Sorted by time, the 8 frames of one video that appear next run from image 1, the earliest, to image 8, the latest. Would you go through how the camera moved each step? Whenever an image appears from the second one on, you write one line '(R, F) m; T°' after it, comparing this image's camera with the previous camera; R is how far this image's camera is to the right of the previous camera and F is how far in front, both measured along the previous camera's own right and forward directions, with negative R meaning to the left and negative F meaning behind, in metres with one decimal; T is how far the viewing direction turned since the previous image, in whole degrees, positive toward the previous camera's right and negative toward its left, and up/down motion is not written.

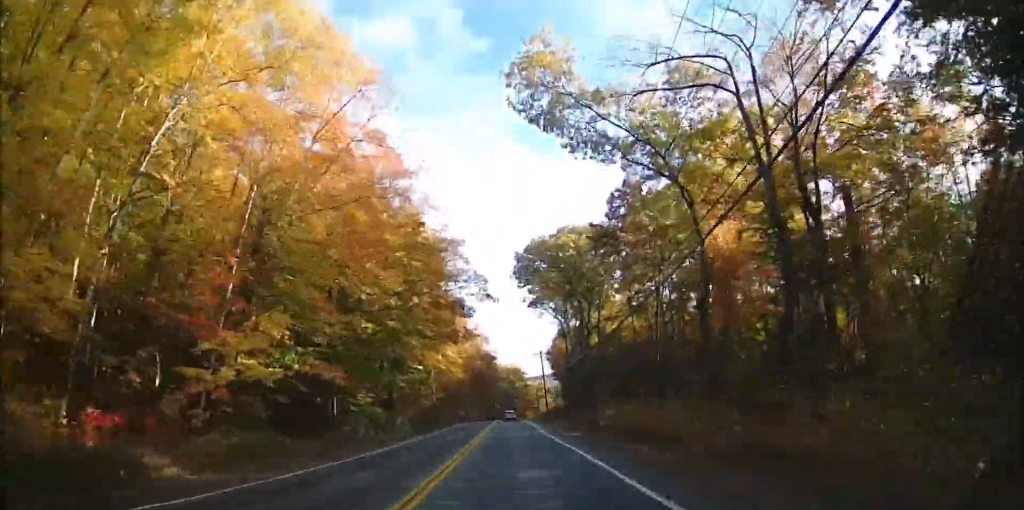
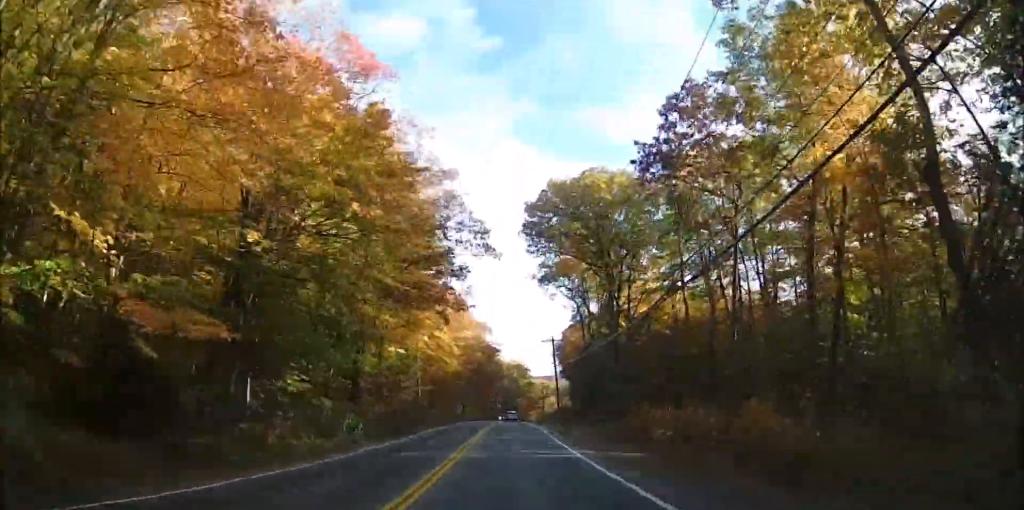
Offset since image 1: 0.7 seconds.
(0.0, +13.8) m; 0°
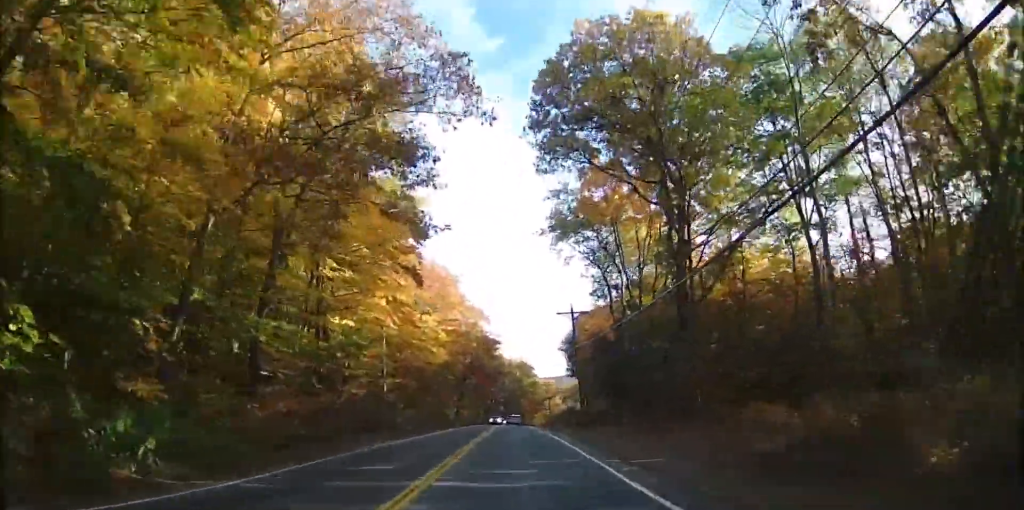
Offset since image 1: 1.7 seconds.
(+0.1, +17.3) m; 0°
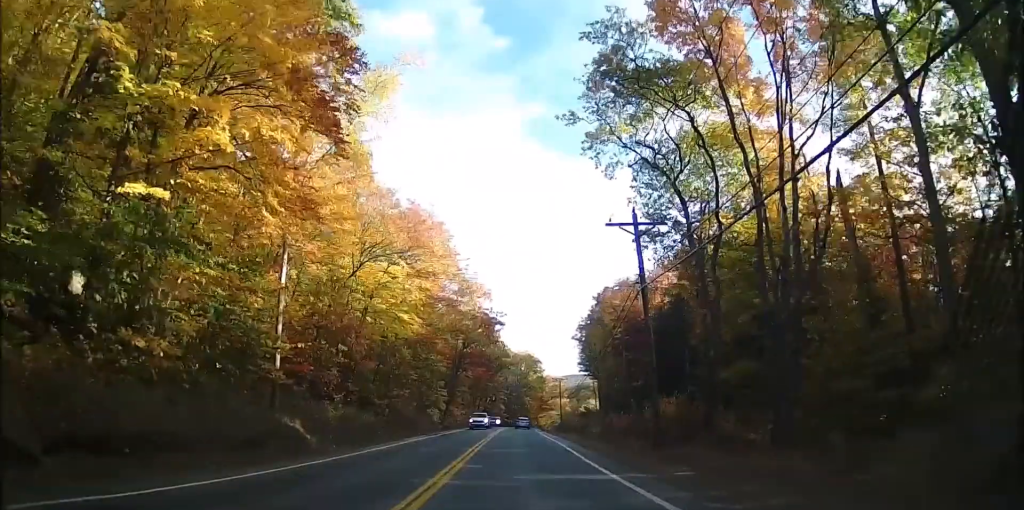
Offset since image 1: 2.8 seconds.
(-0.2, +20.4) m; -1°
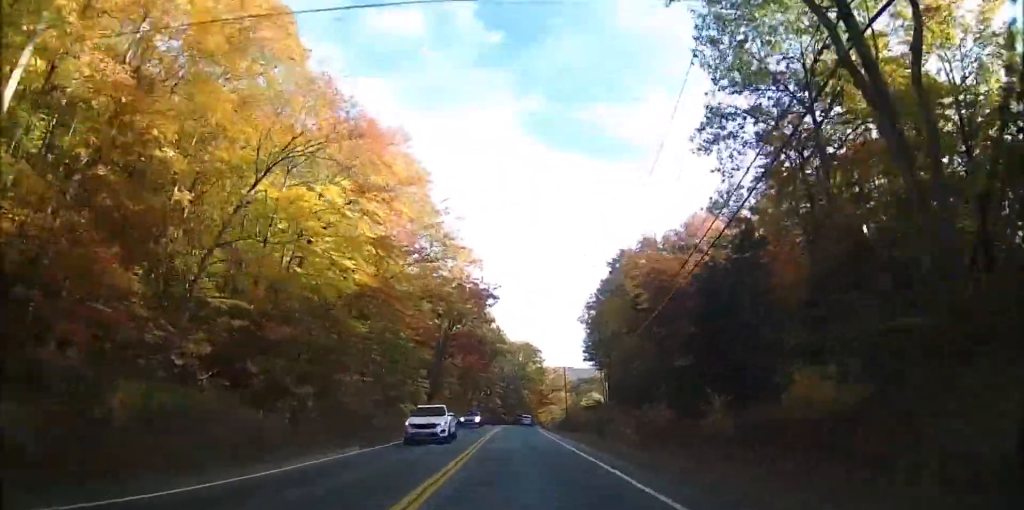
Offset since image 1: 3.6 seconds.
(-0.1, +15.5) m; 0°
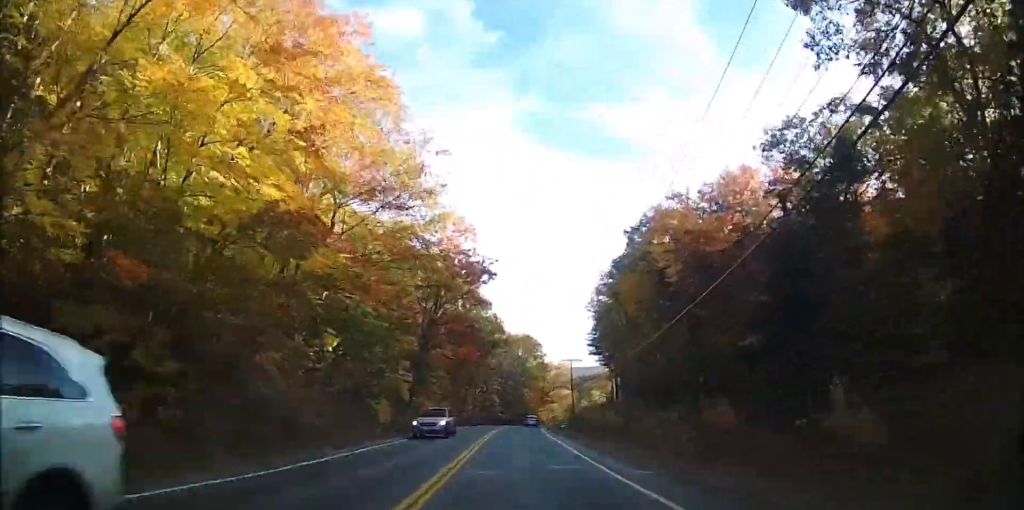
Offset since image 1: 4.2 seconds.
(0.0, +11.1) m; +1°
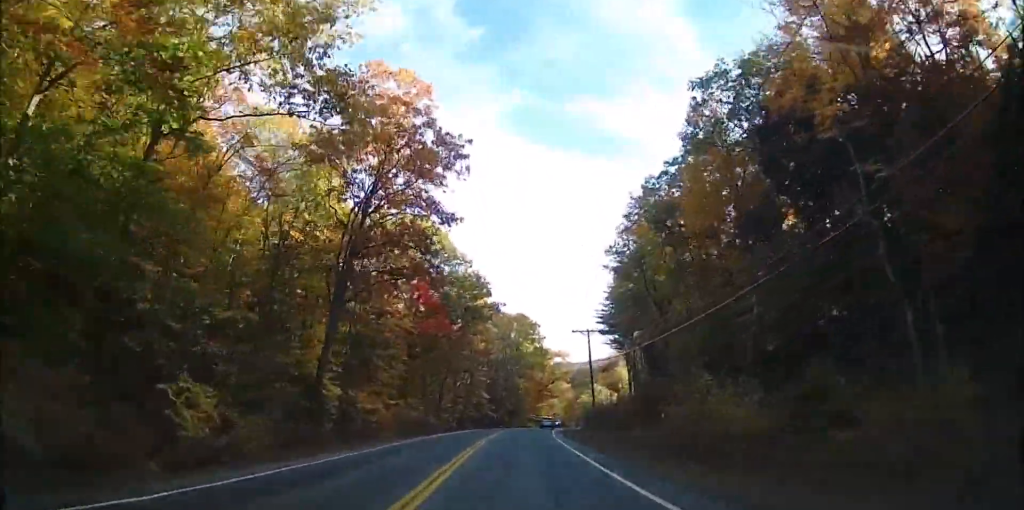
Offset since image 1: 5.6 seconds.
(+0.5, +25.5) m; +1°
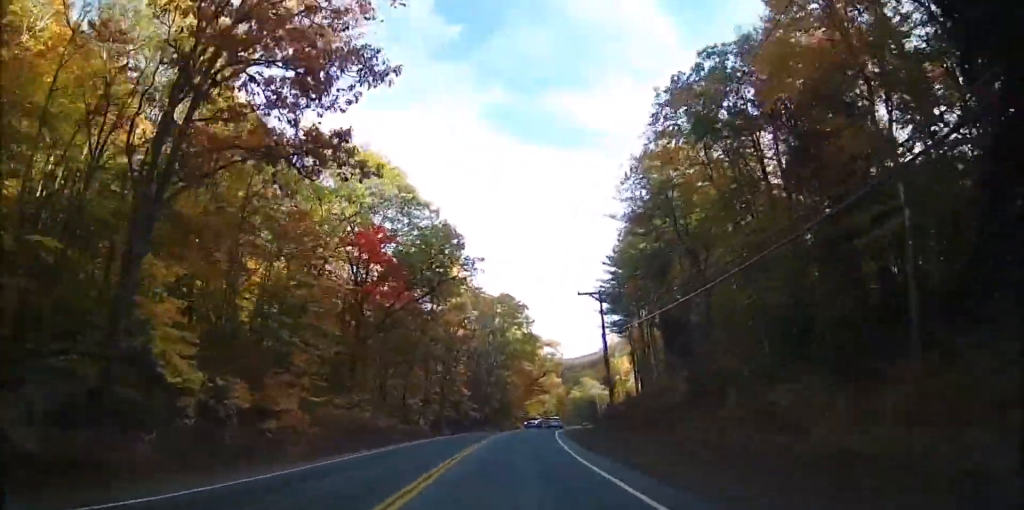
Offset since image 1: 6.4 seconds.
(0.0, +16.2) m; 0°
